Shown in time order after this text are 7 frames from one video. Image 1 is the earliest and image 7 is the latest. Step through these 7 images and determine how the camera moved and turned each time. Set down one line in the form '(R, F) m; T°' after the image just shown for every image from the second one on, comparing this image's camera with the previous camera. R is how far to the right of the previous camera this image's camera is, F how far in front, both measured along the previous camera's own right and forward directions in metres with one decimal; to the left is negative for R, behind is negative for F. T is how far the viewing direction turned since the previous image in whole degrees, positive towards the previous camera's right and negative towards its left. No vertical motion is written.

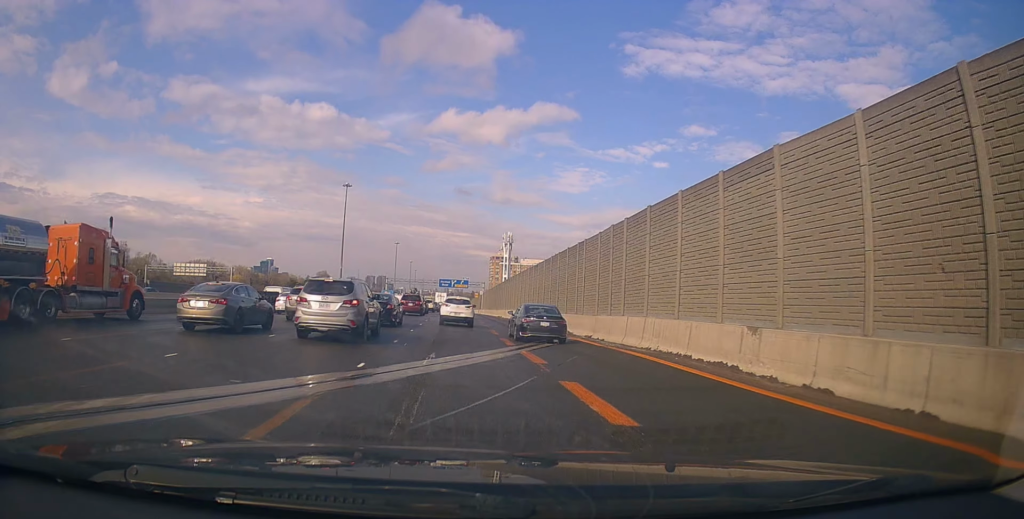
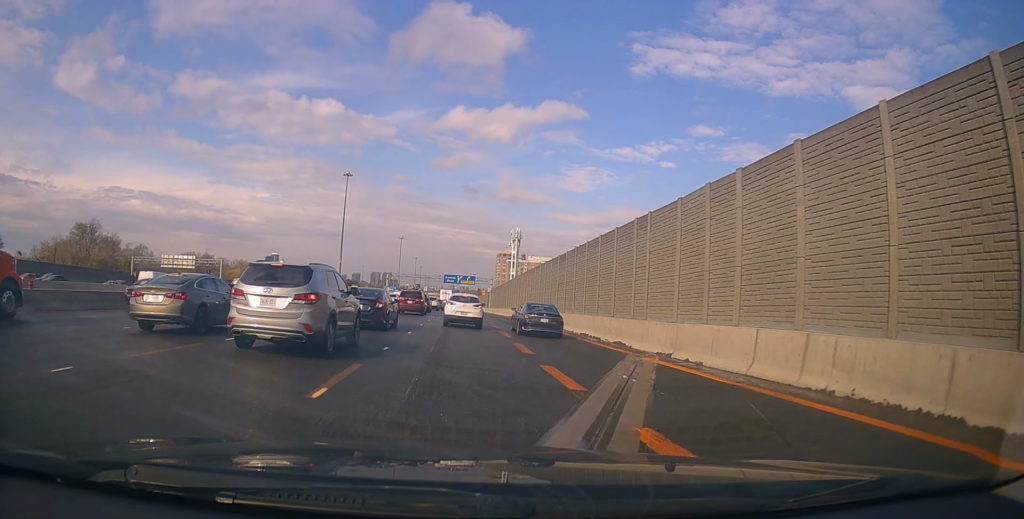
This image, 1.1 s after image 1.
(0.0, +9.4) m; -1°
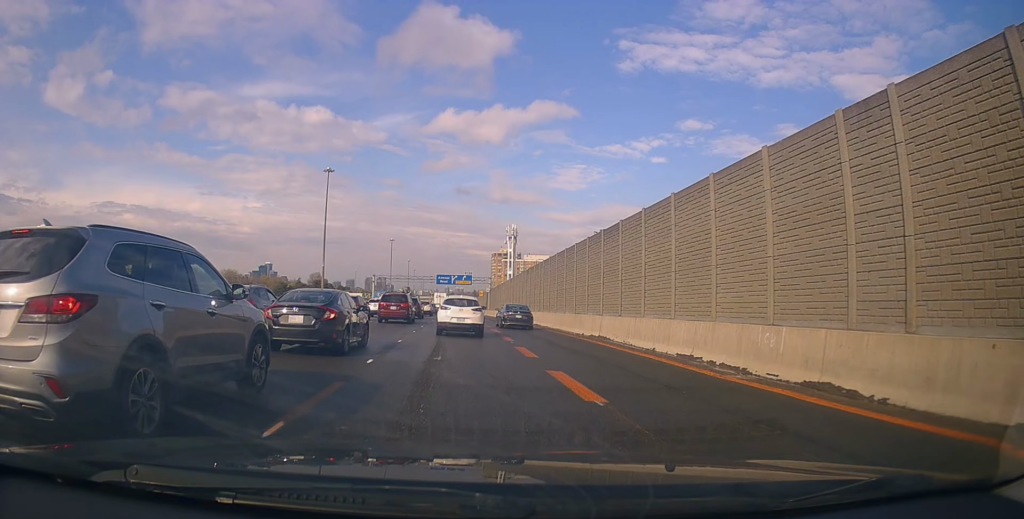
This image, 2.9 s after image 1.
(-0.3, +13.8) m; 0°
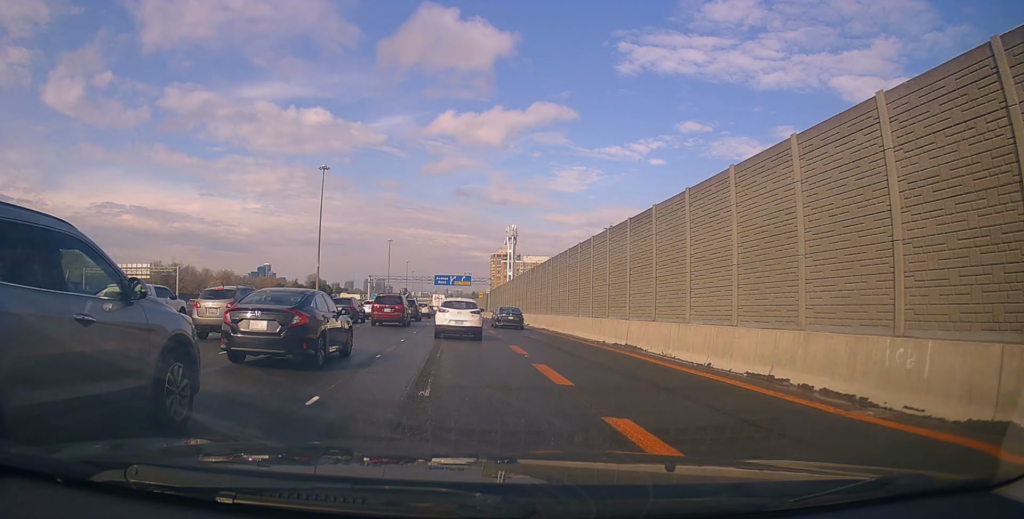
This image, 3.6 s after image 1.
(-0.1, +4.5) m; +2°
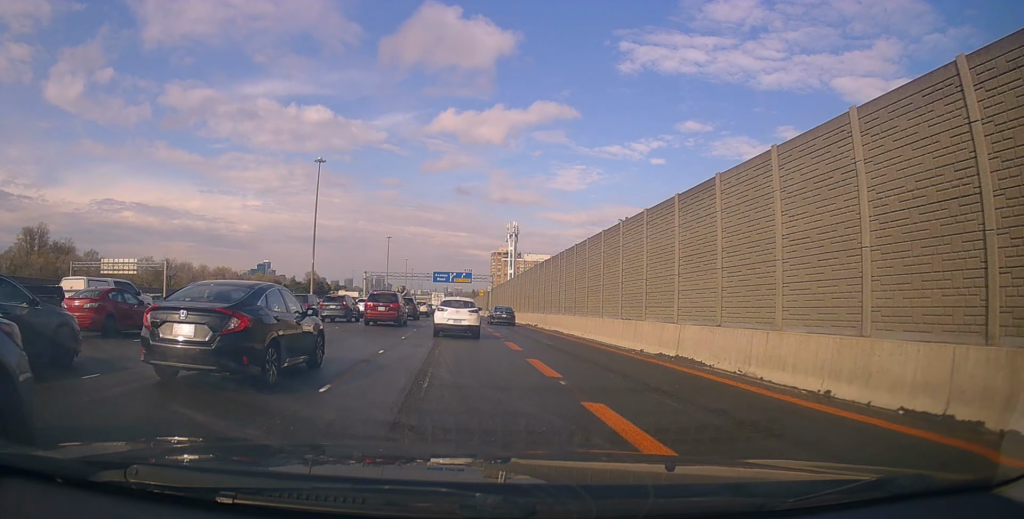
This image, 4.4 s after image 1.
(+0.5, +5.1) m; -1°
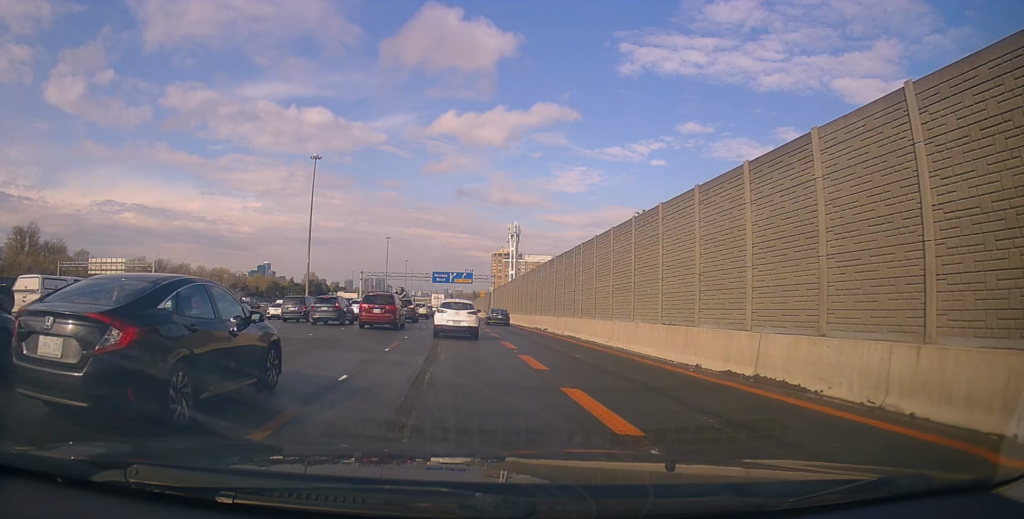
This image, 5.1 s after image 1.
(-0.4, +5.1) m; -2°
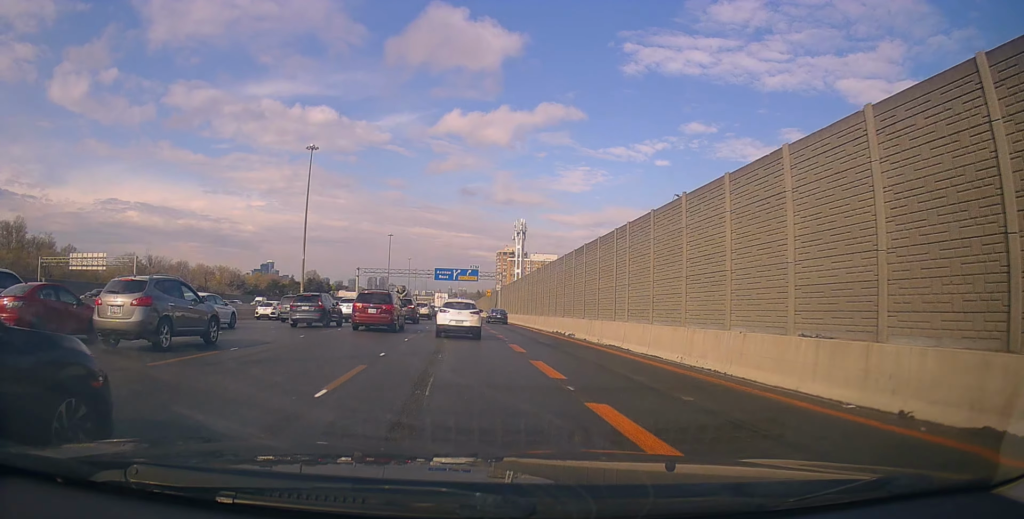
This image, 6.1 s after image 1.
(-0.1, +7.8) m; +1°
